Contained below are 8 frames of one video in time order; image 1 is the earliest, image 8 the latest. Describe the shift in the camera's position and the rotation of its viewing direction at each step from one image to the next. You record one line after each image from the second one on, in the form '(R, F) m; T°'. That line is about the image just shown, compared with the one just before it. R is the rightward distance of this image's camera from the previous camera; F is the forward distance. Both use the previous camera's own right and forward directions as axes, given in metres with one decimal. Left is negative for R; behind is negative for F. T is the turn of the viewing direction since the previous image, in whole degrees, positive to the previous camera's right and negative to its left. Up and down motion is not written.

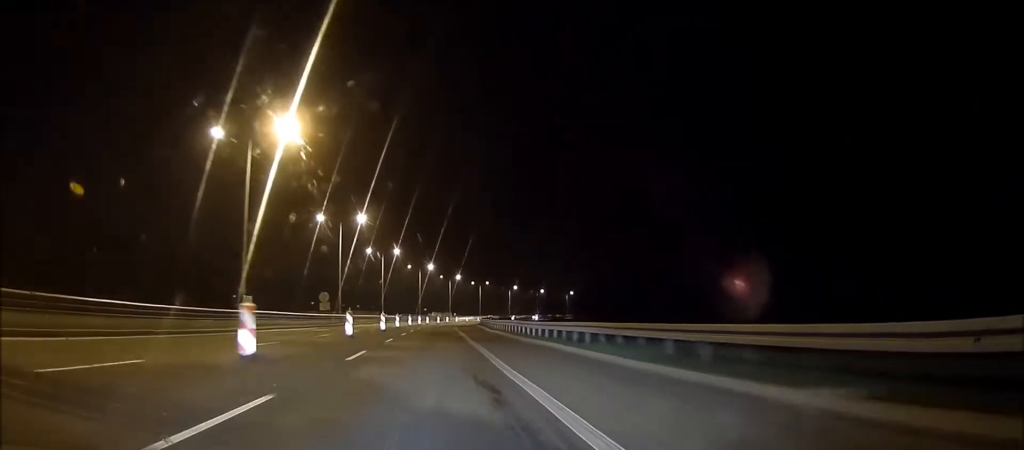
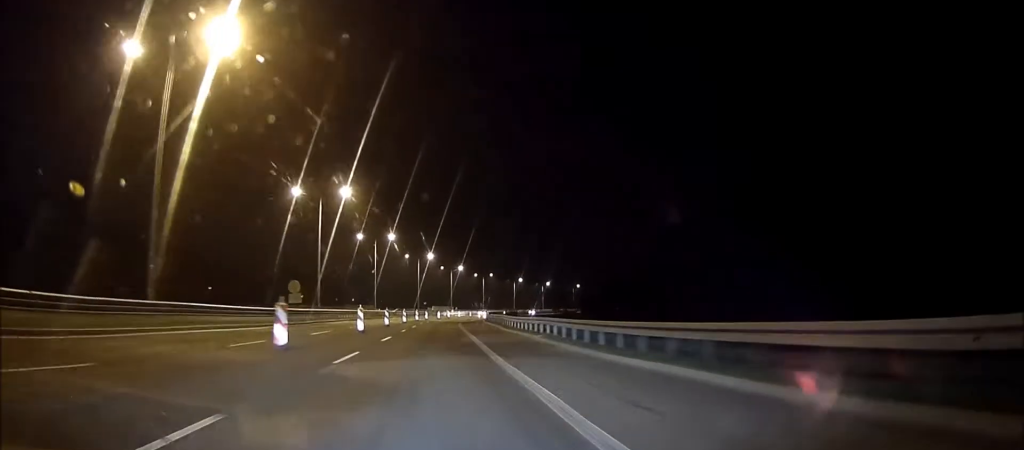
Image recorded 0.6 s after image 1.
(0.0, +14.0) m; 0°
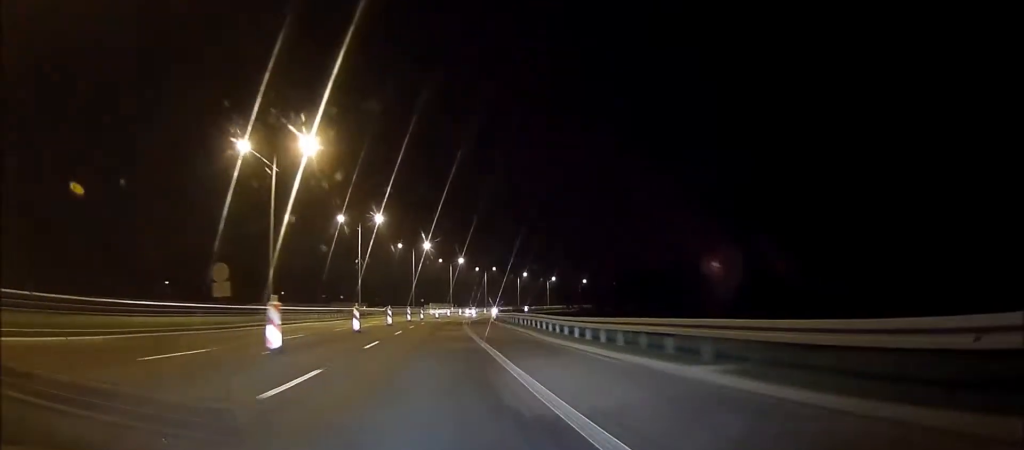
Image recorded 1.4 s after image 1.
(0.0, +17.8) m; +1°
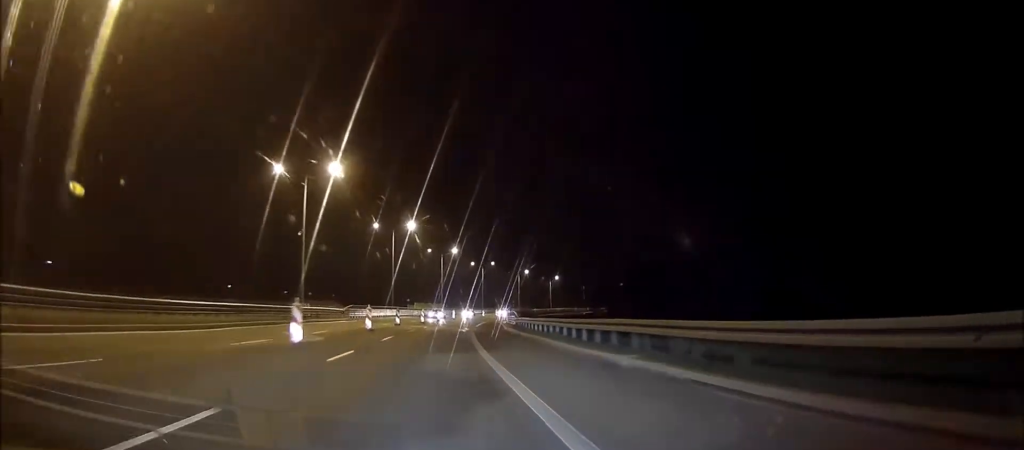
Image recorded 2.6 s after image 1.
(+0.7, +29.1) m; +3°
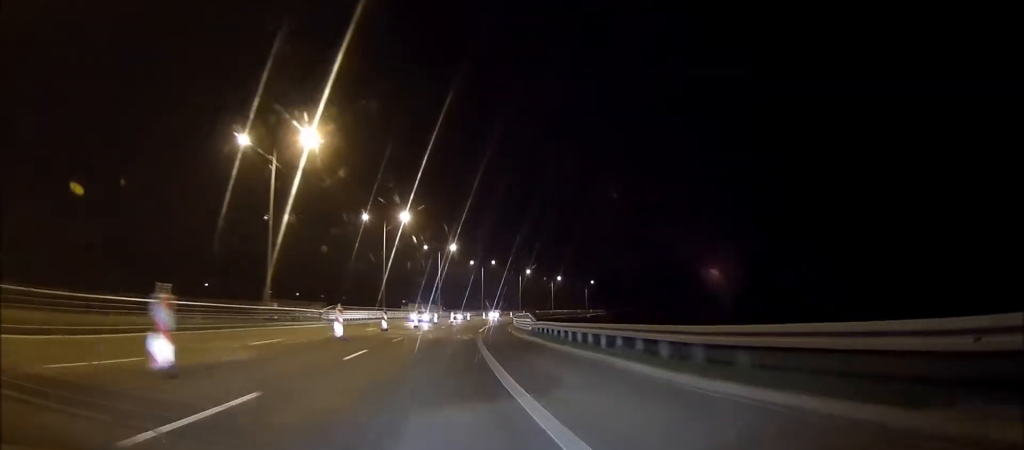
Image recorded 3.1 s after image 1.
(0.0, +9.9) m; +1°
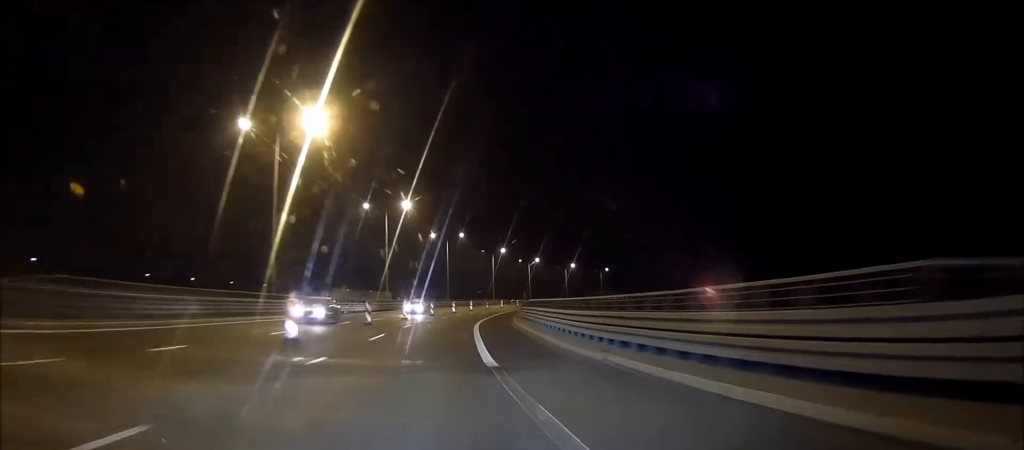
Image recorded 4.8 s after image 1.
(+1.2, +38.8) m; +4°
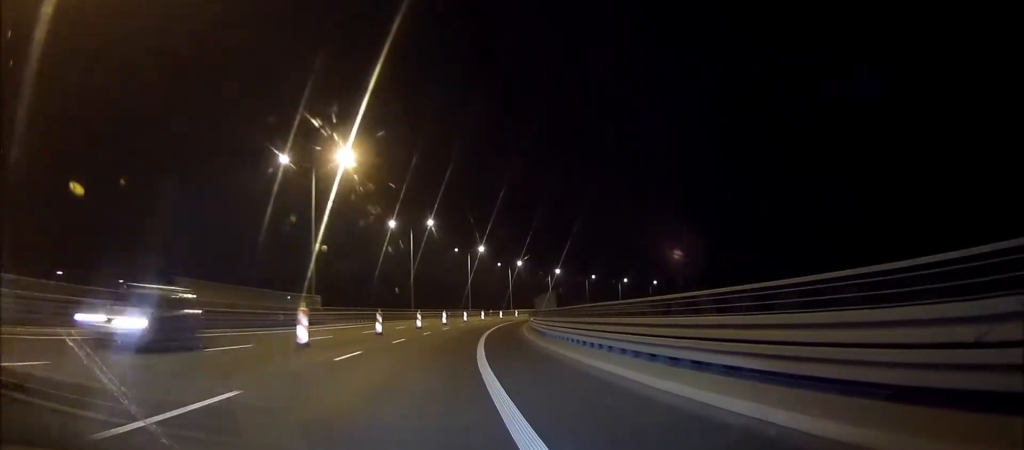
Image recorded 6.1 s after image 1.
(+0.9, +29.9) m; +4°
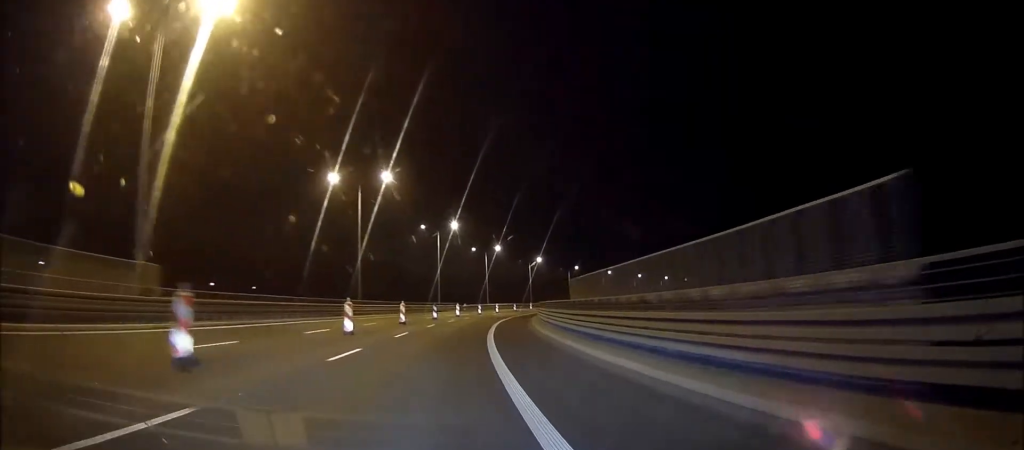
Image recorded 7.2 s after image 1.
(+1.0, +26.3) m; +4°
